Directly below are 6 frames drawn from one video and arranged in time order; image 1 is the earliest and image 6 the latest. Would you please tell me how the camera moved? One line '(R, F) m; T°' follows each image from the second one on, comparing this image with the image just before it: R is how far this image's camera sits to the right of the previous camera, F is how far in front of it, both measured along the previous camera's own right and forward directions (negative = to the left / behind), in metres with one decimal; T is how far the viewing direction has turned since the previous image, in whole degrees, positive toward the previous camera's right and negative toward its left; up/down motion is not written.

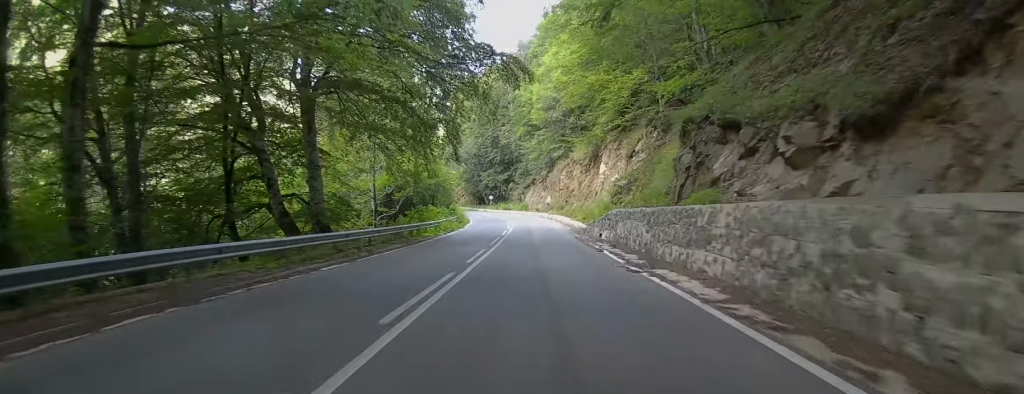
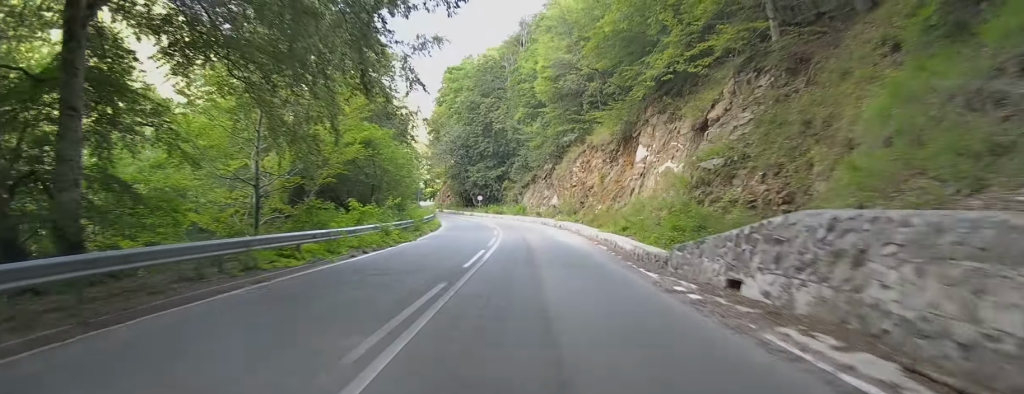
(-0.2, +19.7) m; 0°
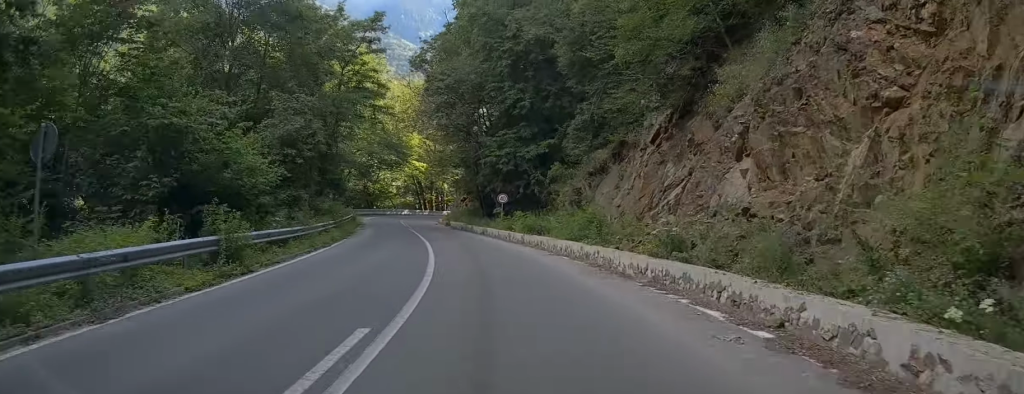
(-0.4, +41.3) m; -4°
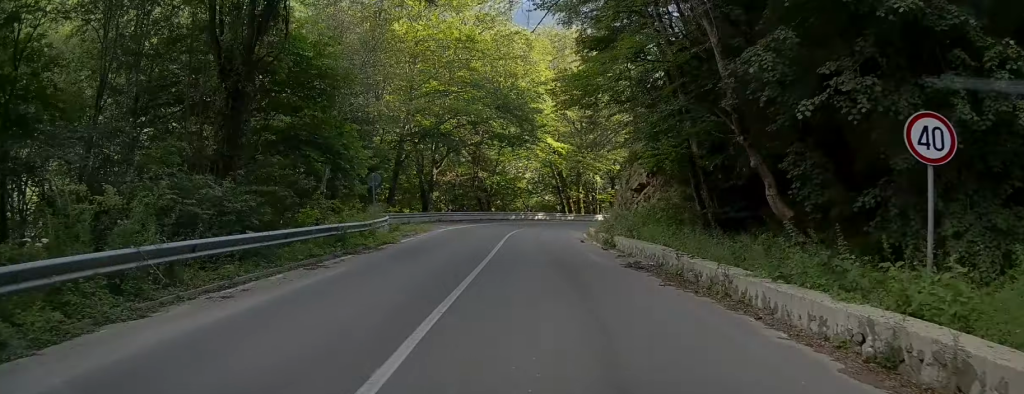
(-2.3, +33.6) m; -7°
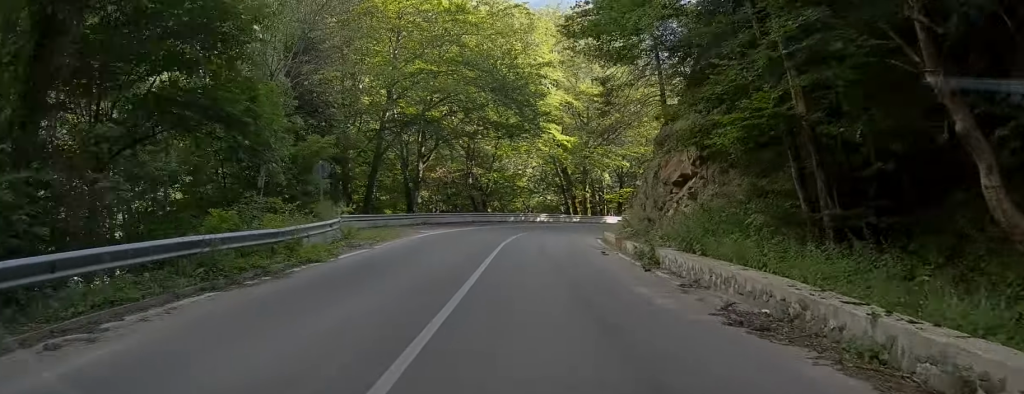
(-0.1, +8.2) m; -1°
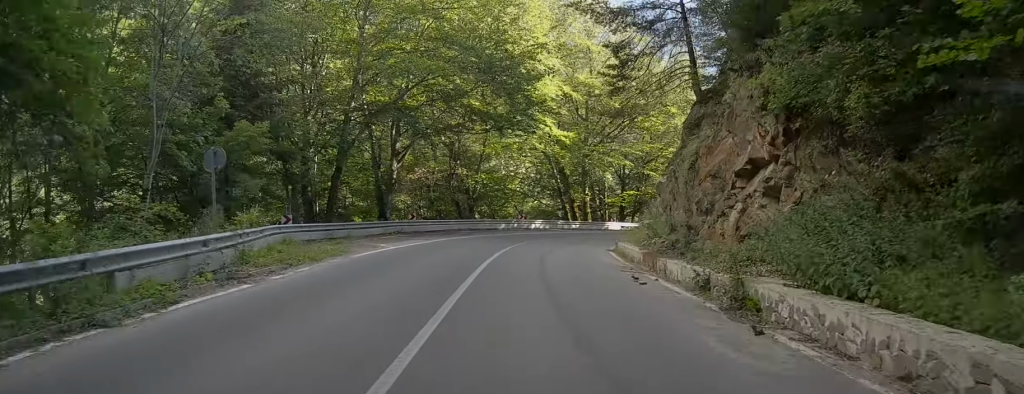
(-0.1, +7.7) m; -1°
